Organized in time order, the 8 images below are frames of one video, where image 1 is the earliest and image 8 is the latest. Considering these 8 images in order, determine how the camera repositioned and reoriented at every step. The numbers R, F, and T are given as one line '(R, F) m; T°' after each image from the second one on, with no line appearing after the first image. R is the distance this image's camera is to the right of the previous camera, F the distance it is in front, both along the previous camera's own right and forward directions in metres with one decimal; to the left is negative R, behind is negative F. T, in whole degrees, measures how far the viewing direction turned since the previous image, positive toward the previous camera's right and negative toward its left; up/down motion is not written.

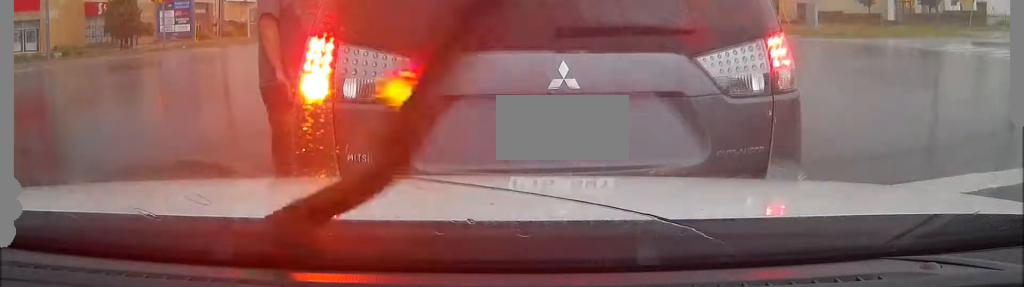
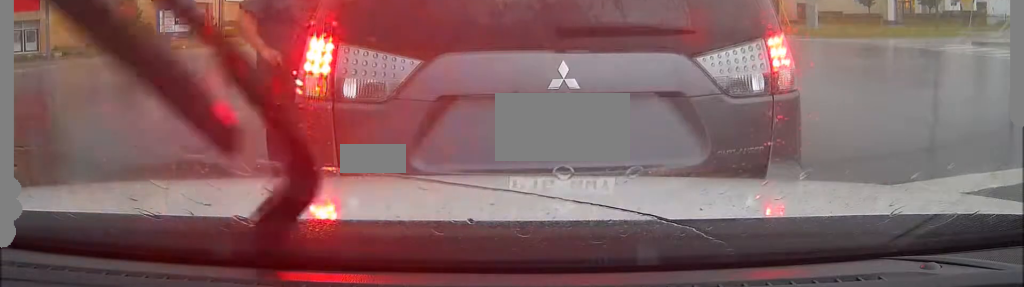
(0.0, 0.0) m; 0°
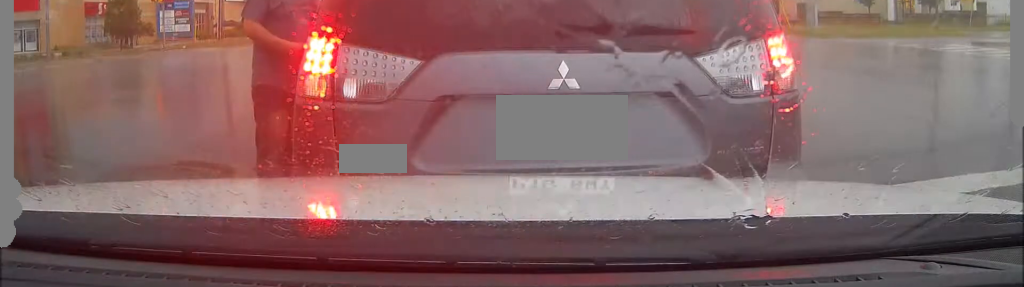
(0.0, 0.0) m; 0°
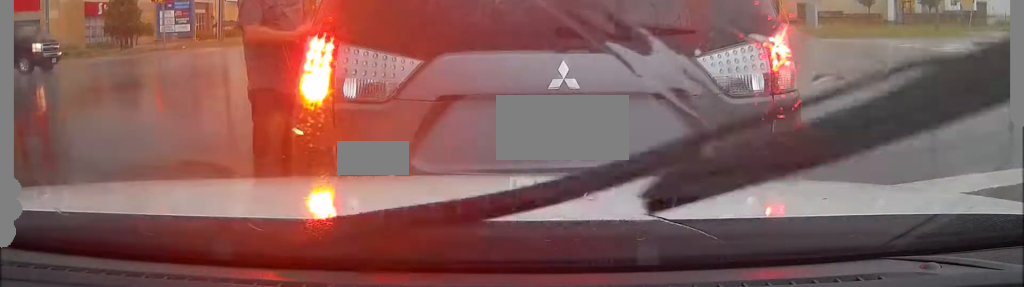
(0.0, 0.0) m; 0°
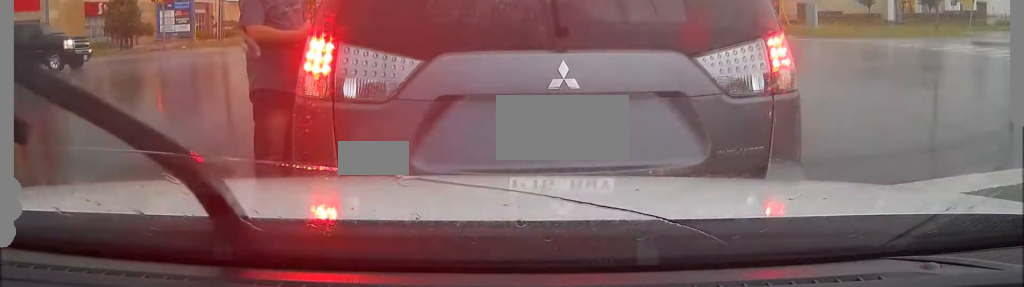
(0.0, 0.0) m; 0°
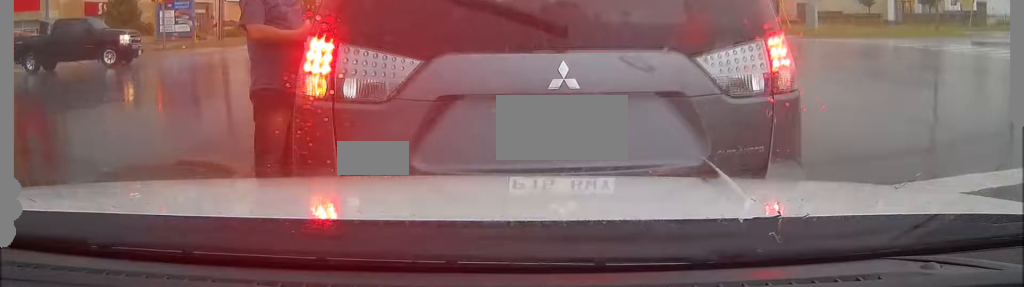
(0.0, 0.0) m; 0°
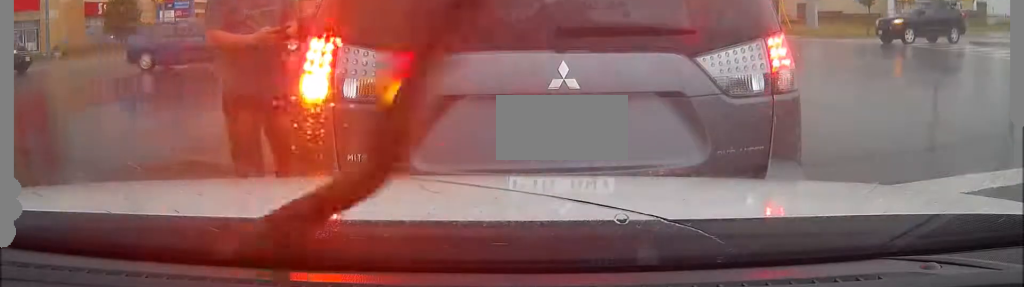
(0.0, 0.0) m; 0°
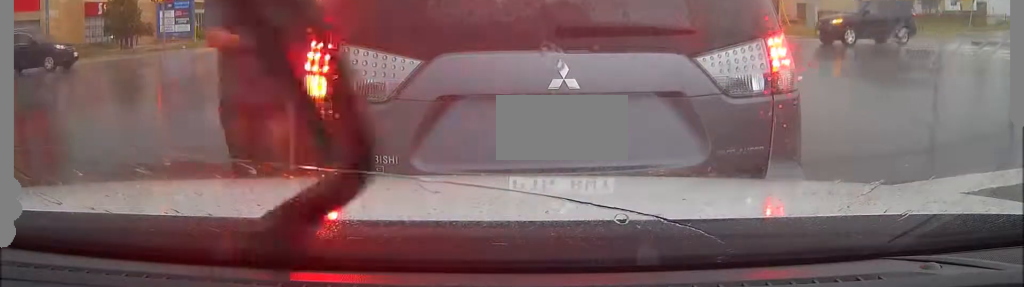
(0.0, 0.0) m; 0°
